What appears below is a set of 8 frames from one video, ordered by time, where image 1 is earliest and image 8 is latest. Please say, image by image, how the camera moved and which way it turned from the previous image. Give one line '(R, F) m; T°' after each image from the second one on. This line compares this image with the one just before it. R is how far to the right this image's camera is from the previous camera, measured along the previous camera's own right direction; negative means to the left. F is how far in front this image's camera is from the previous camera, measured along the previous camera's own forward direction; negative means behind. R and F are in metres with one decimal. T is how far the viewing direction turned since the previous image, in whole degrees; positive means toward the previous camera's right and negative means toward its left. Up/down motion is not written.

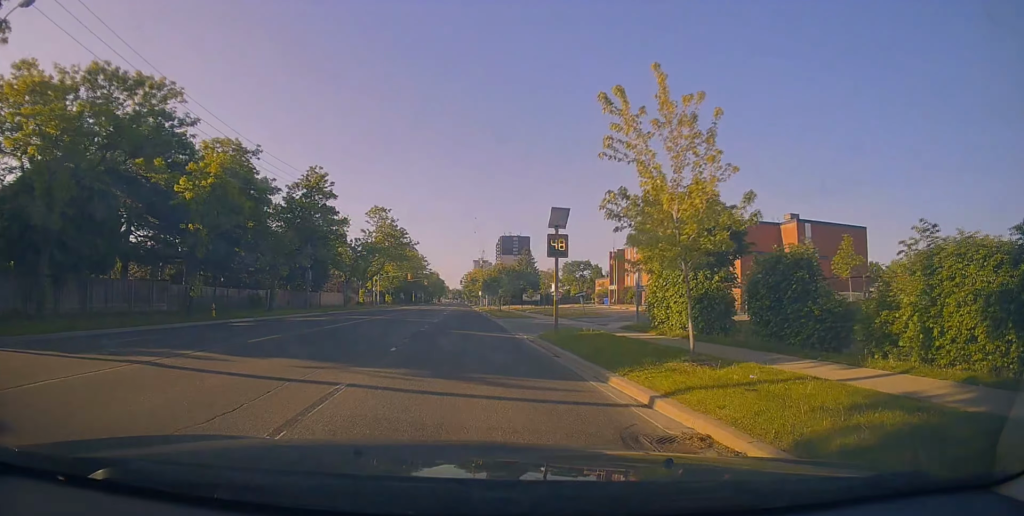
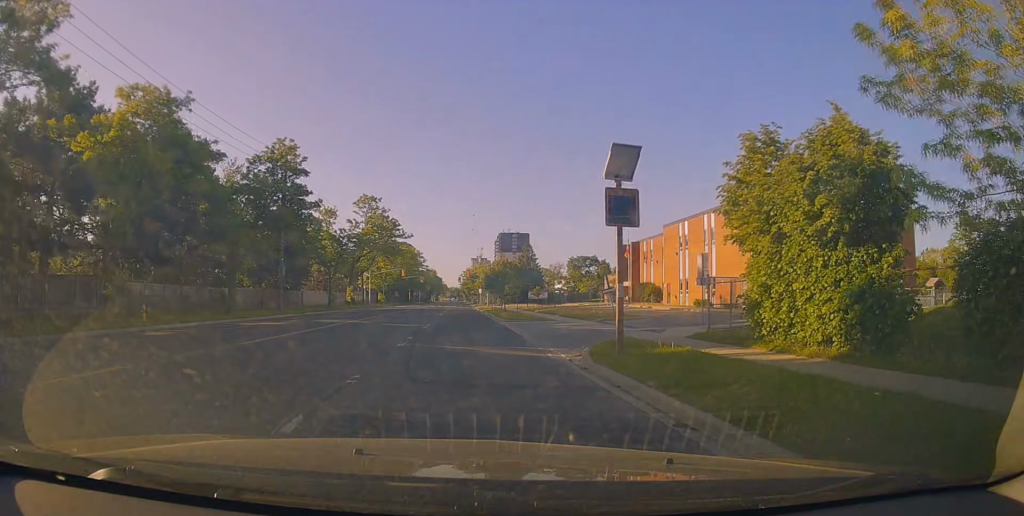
(0.0, +8.1) m; +1°
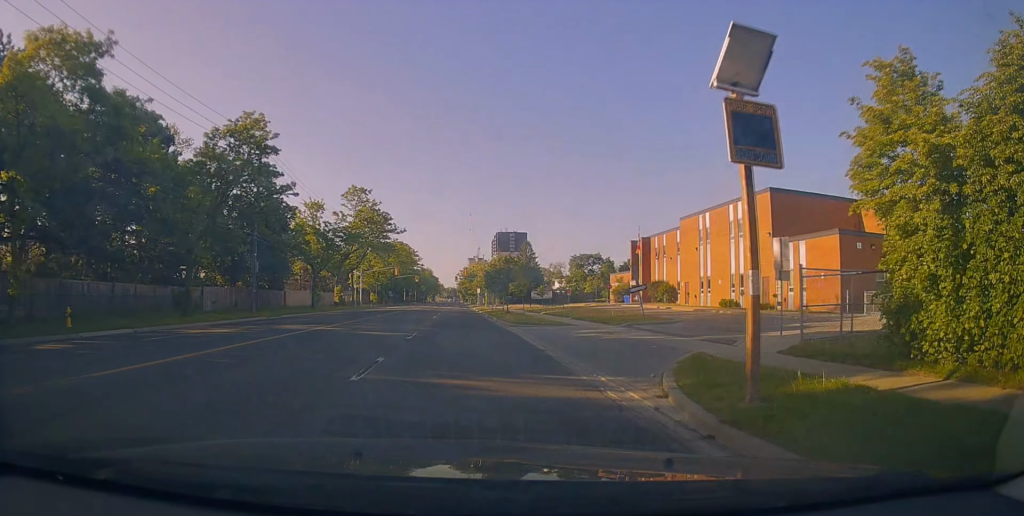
(+0.1, +5.8) m; -1°
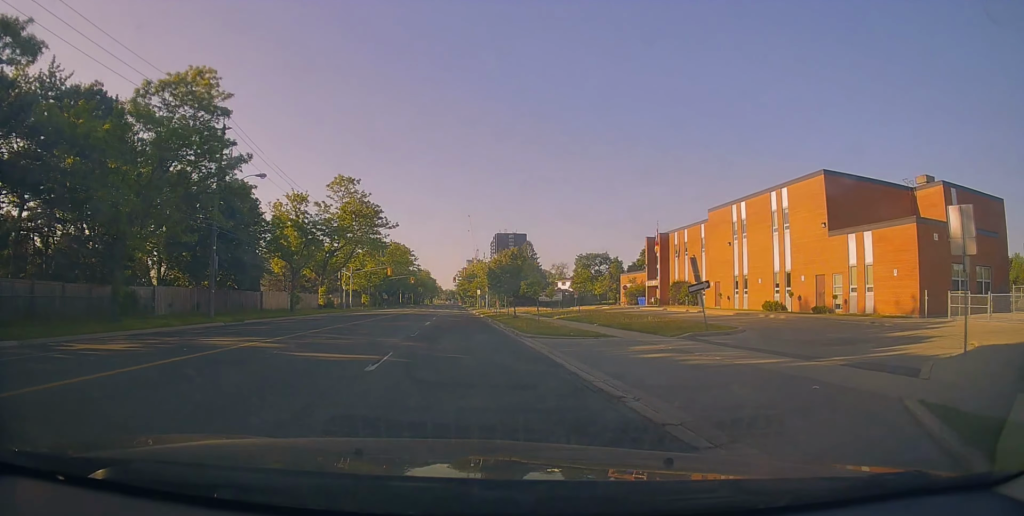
(+0.2, +7.2) m; -1°
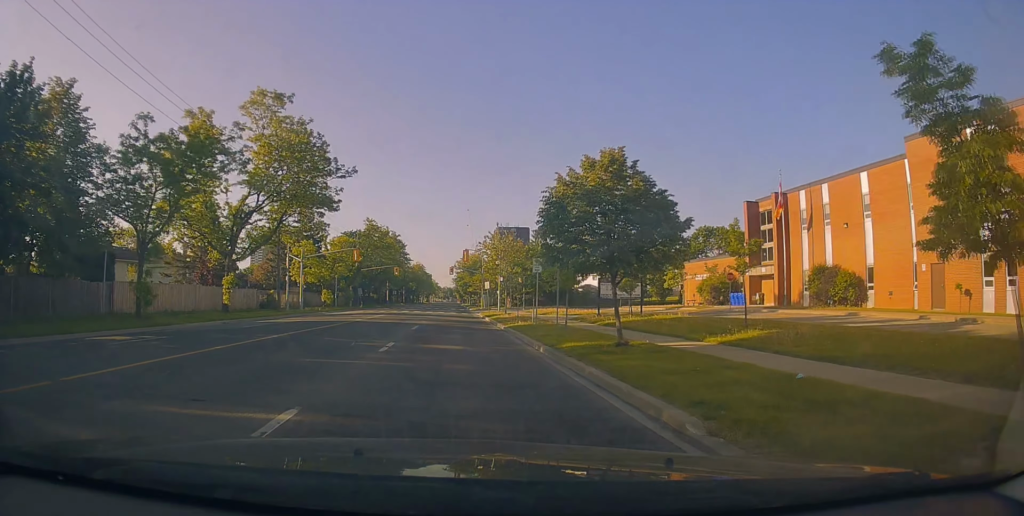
(+0.3, +25.7) m; +3°
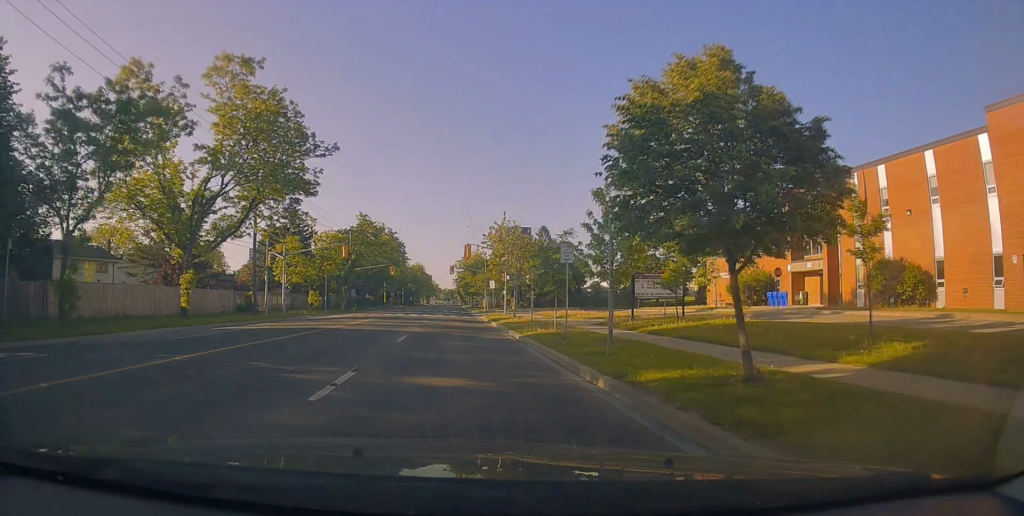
(0.0, +6.2) m; -1°
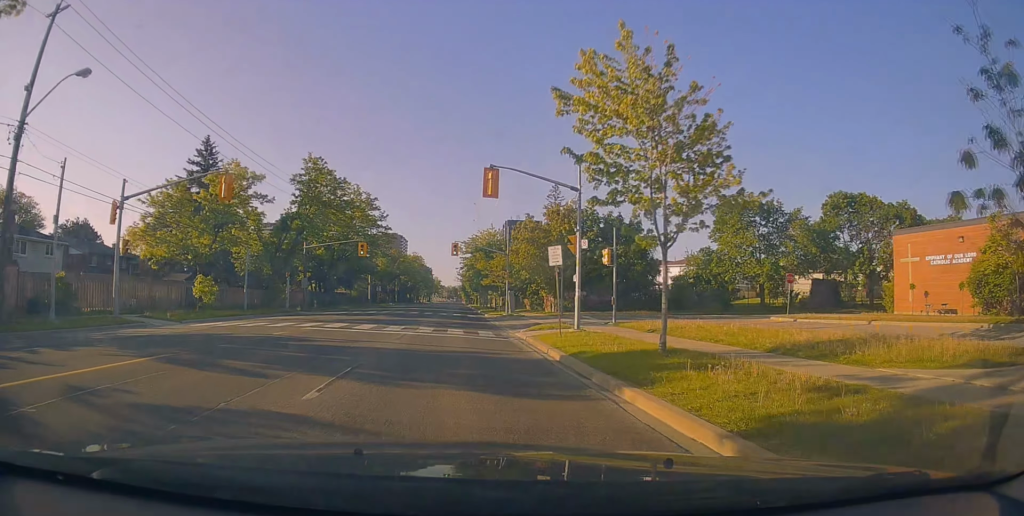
(-1.1, +27.5) m; -2°
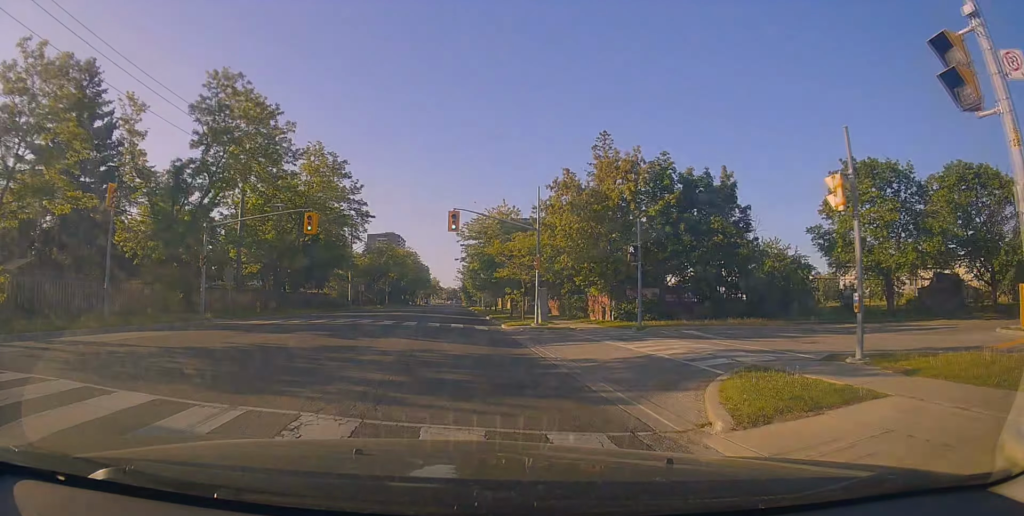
(+0.3, +17.8) m; +1°
